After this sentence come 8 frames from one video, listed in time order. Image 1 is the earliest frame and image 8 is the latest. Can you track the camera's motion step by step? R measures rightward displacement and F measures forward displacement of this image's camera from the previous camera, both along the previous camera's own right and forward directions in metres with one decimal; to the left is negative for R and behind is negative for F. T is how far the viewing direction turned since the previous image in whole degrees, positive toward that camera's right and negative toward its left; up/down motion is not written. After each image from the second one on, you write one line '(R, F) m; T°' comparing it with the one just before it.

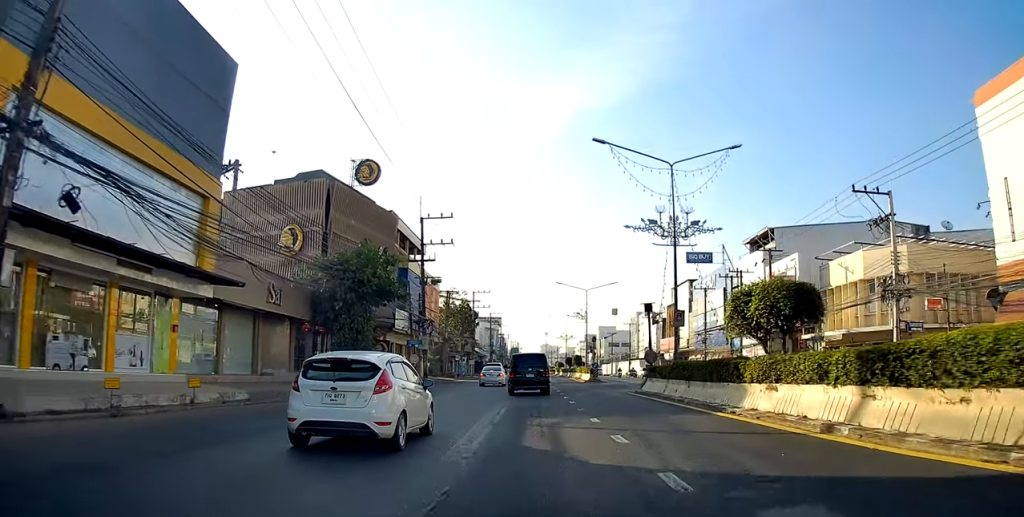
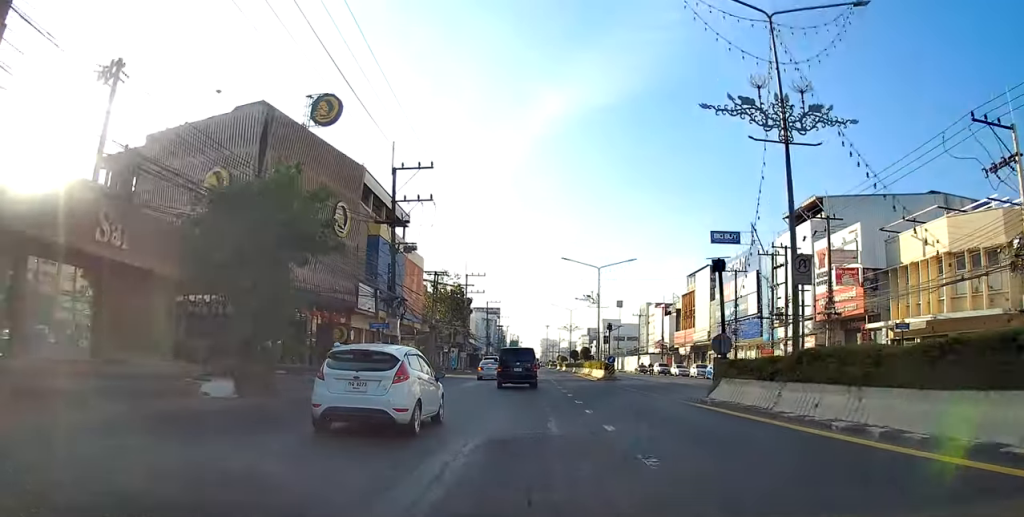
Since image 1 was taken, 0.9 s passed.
(0.0, +11.1) m; +1°
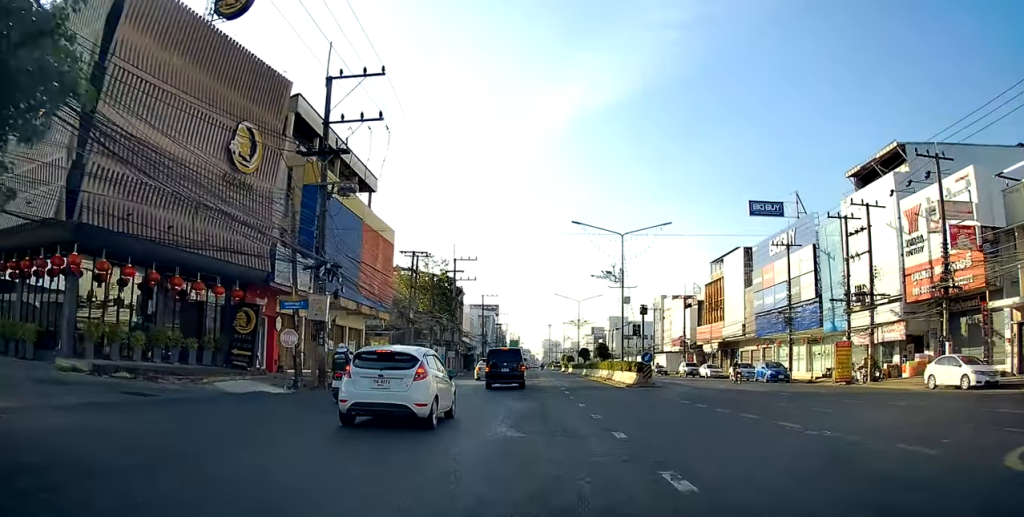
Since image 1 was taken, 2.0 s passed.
(+0.4, +13.6) m; +2°
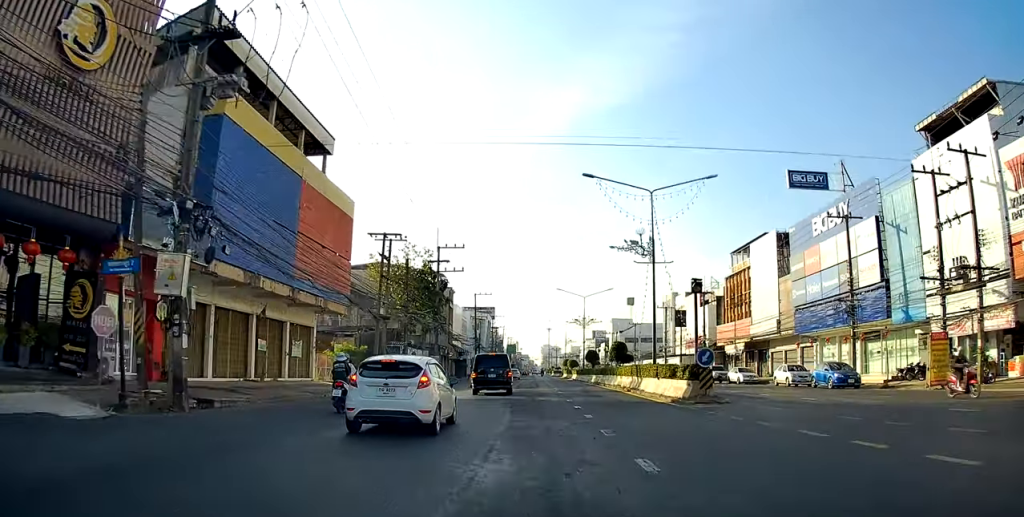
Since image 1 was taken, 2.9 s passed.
(0.0, +10.9) m; 0°
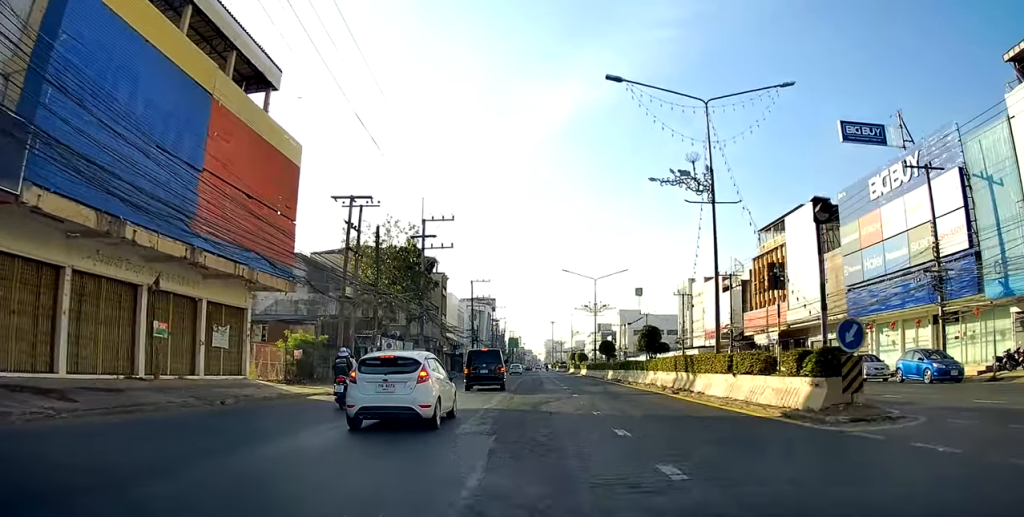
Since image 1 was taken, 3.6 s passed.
(0.0, +9.5) m; 0°
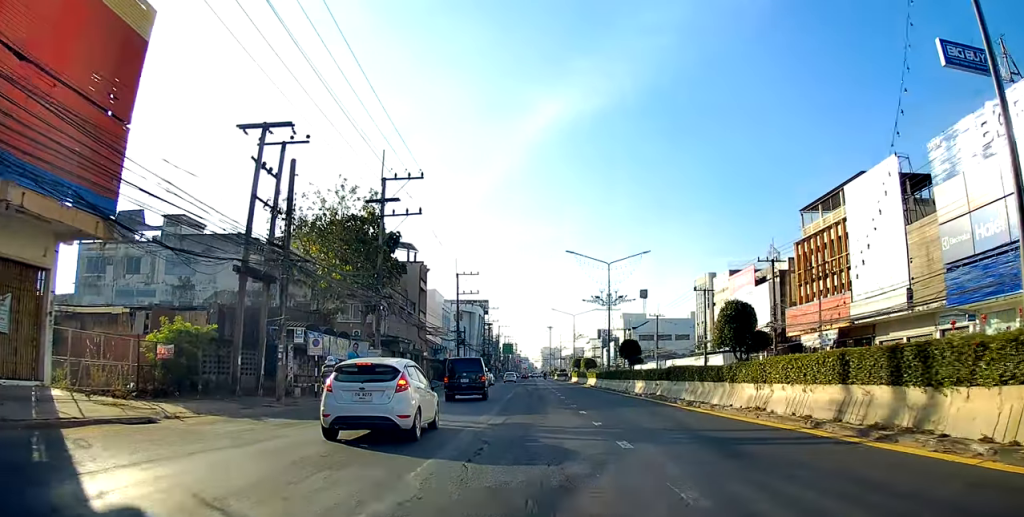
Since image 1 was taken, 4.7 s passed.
(+0.1, +13.1) m; 0°
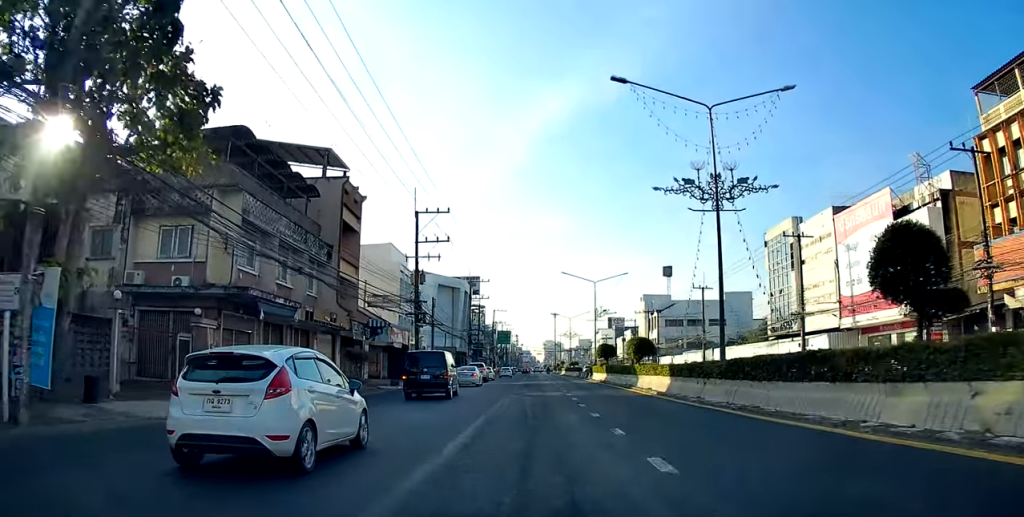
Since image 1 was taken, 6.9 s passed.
(0.0, +27.9) m; -2°
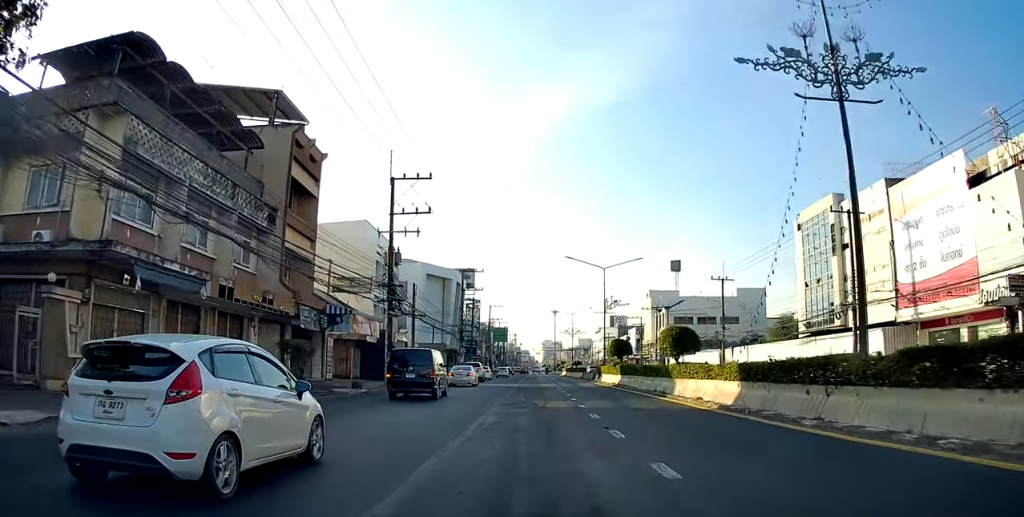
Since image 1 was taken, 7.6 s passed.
(0.0, +8.3) m; -2°
